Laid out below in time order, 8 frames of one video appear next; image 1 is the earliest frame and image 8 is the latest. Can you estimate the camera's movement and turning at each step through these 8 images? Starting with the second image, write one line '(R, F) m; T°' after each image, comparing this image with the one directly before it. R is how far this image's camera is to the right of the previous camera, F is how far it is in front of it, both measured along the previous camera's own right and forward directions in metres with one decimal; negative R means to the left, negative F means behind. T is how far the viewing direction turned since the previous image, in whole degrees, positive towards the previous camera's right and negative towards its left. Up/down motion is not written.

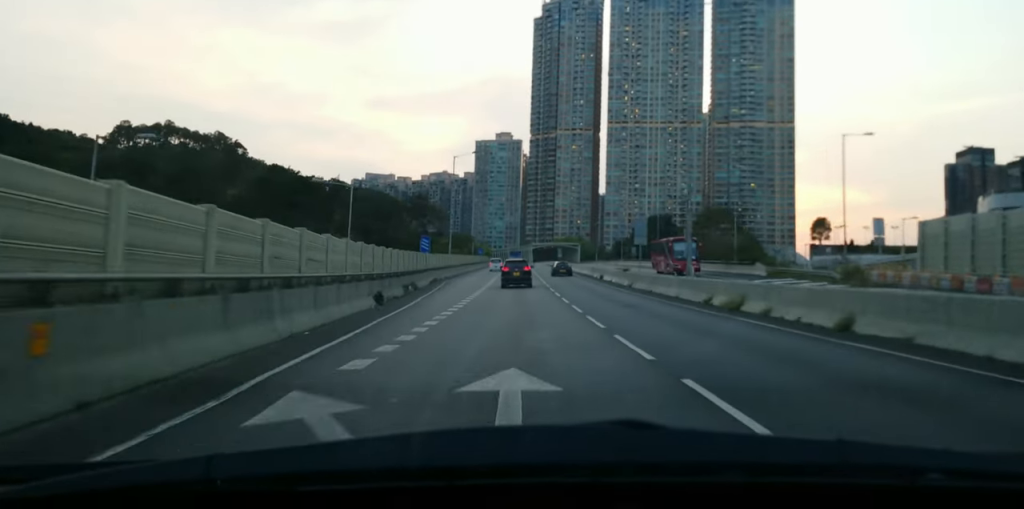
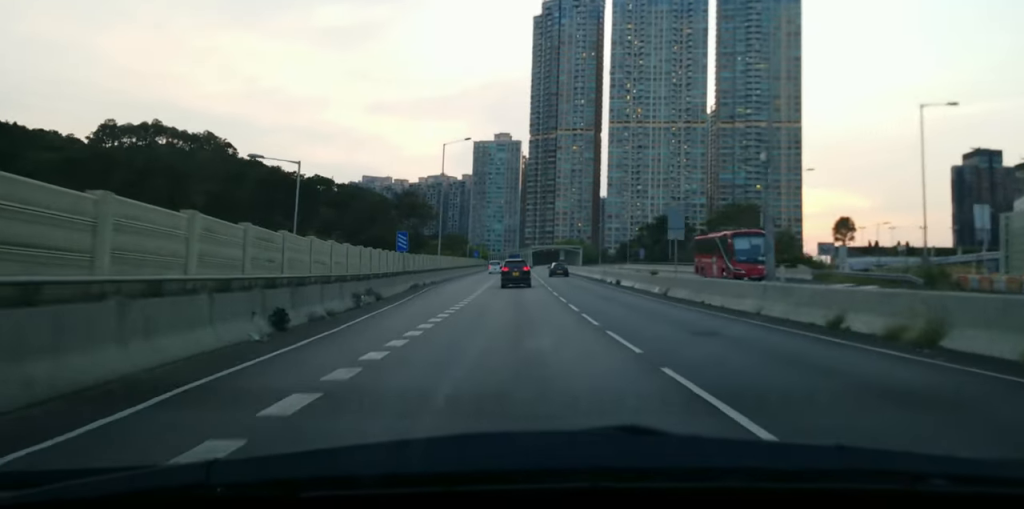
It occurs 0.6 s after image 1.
(0.0, +10.8) m; 0°
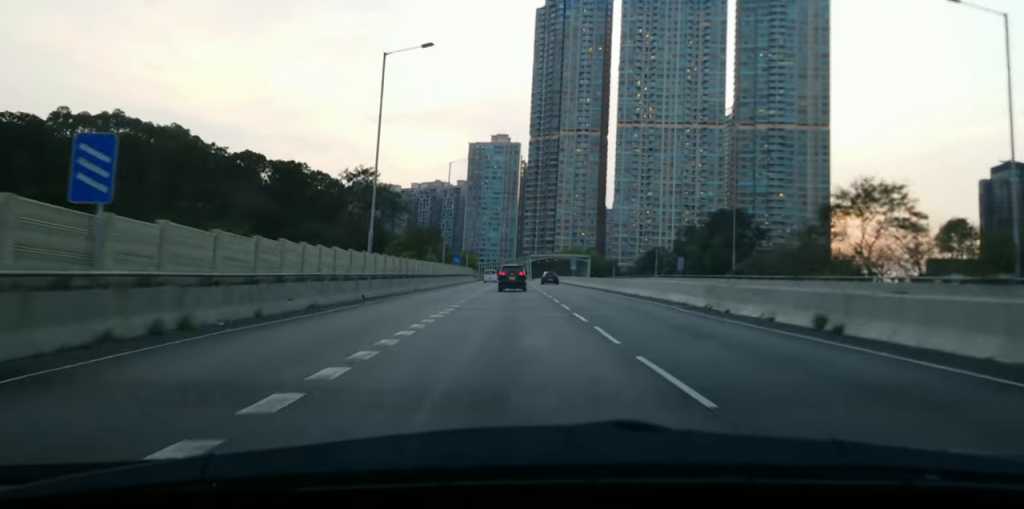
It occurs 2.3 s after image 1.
(+0.3, +34.3) m; 0°
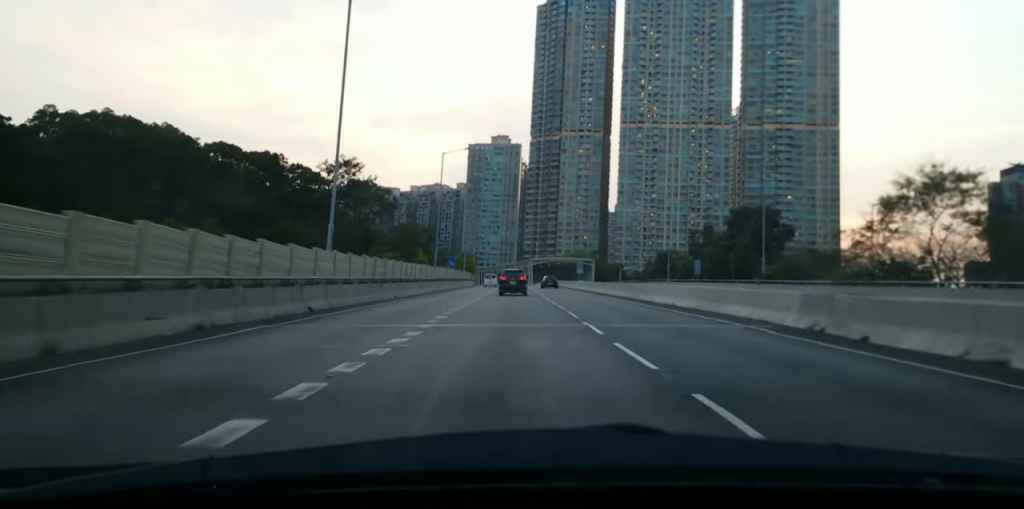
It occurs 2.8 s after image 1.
(+0.1, +9.5) m; -1°
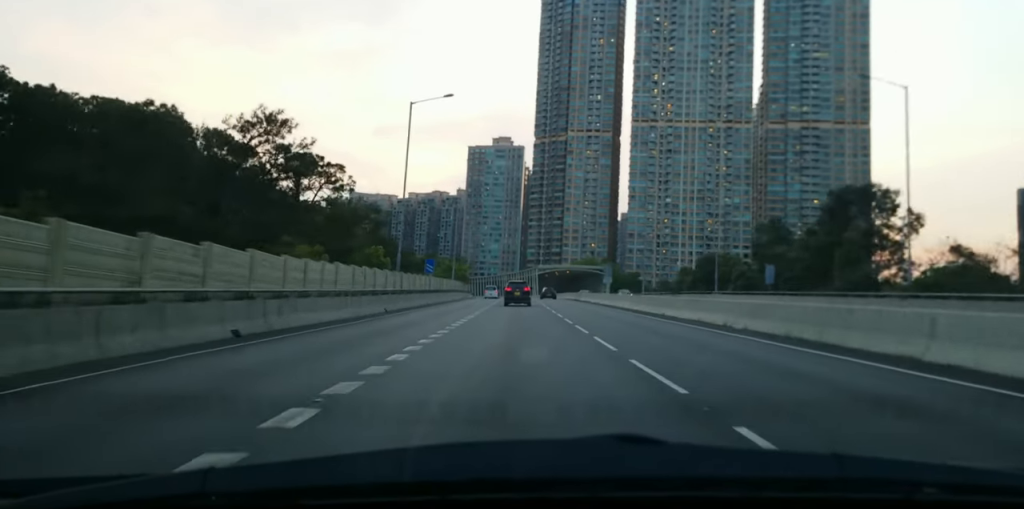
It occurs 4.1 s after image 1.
(-0.6, +25.7) m; -1°
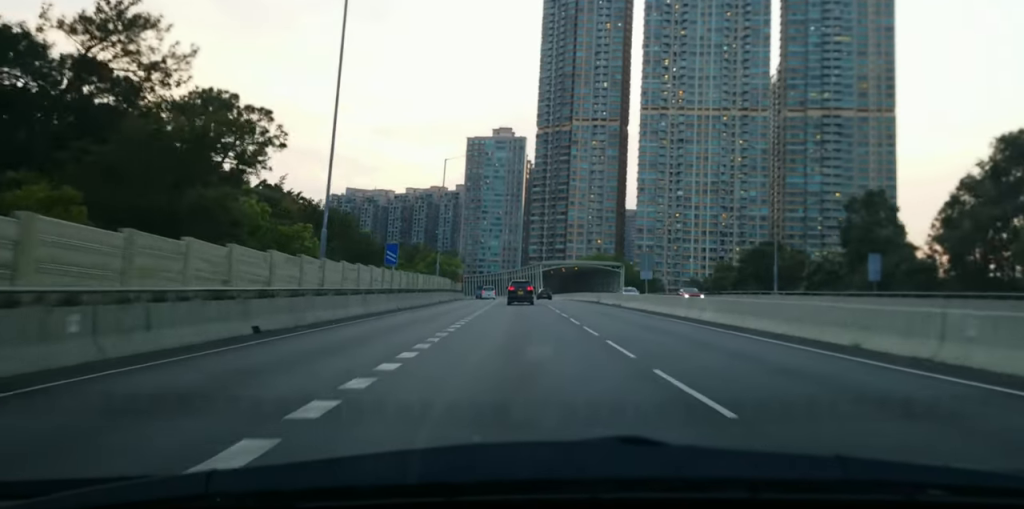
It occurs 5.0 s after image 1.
(+0.2, +19.7) m; +1°
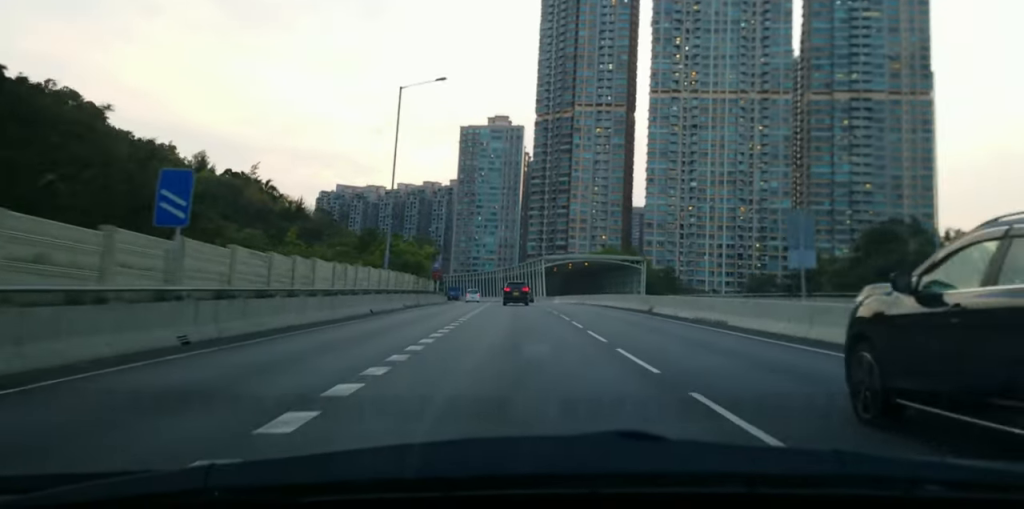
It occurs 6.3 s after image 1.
(0.0, +27.0) m; -1°
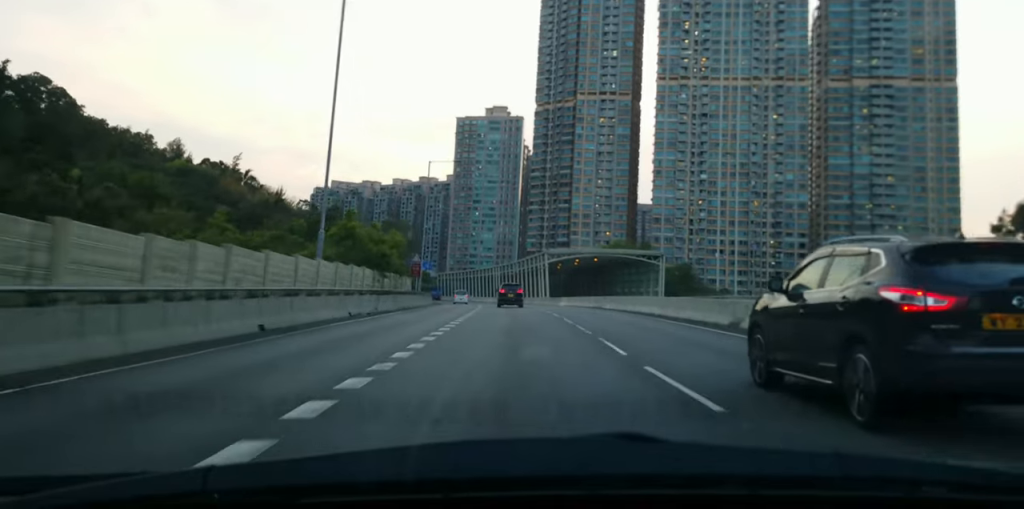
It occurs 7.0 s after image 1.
(-0.4, +14.7) m; 0°
